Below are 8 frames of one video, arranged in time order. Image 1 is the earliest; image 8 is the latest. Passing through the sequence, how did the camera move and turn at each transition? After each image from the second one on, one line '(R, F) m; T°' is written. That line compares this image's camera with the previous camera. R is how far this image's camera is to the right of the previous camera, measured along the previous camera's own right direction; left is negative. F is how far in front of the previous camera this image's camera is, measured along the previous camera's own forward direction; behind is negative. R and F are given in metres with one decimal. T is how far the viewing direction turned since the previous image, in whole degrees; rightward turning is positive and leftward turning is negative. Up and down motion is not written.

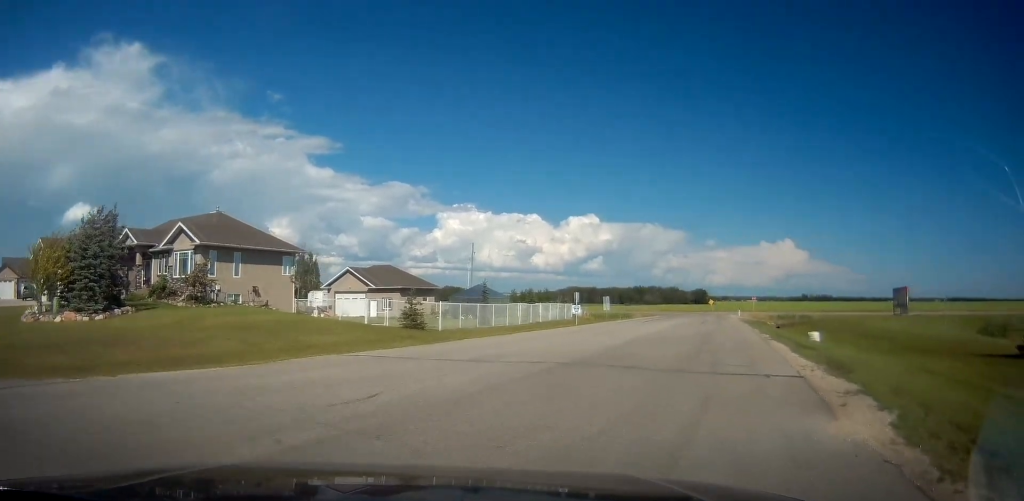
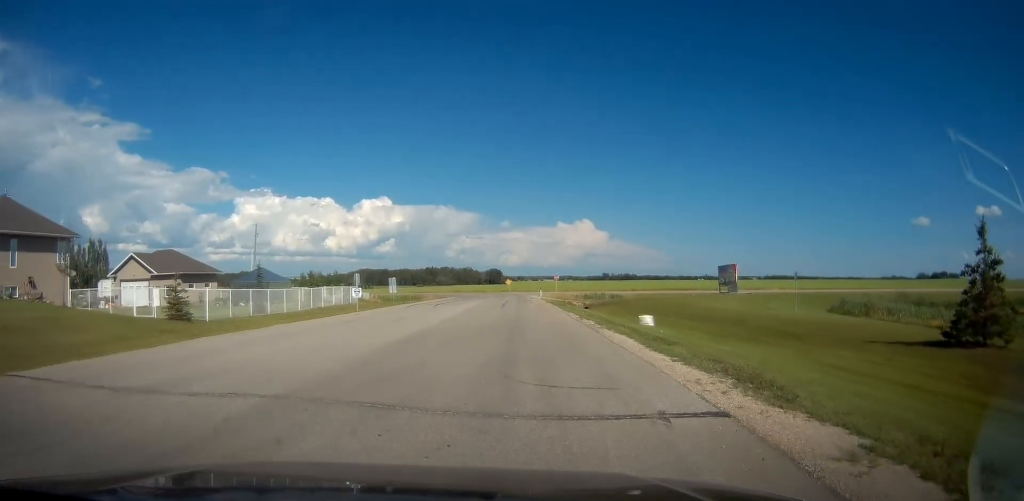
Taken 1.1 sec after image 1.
(+1.0, +5.2) m; +11°
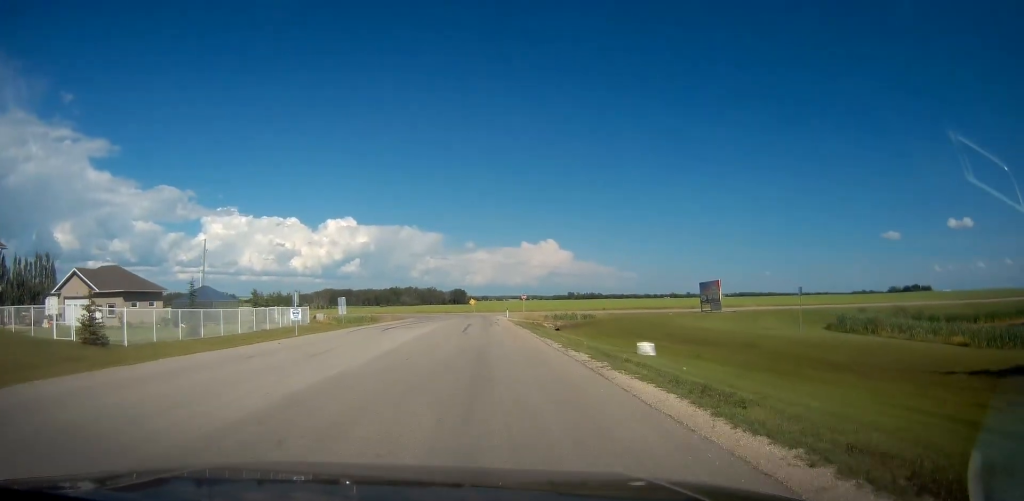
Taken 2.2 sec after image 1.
(0.0, +5.7) m; 0°
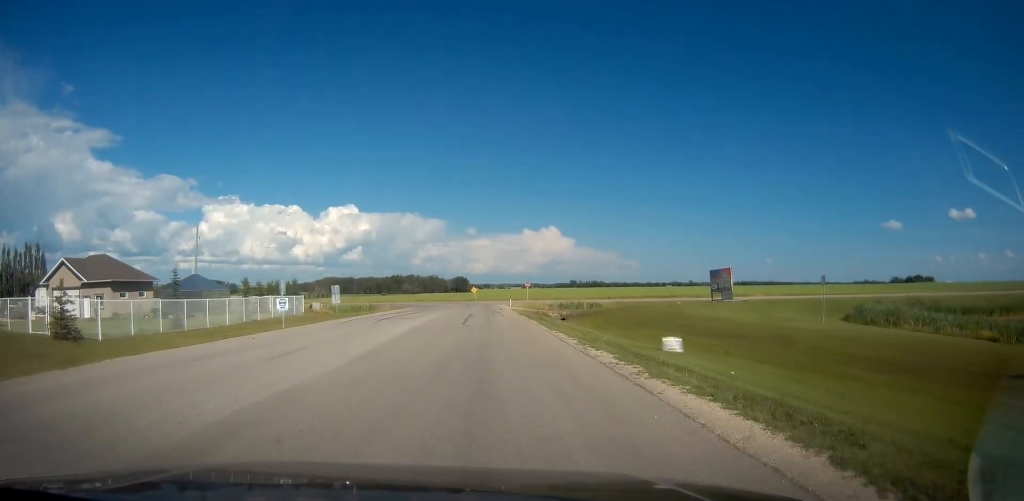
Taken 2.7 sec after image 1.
(0.0, +2.7) m; 0°
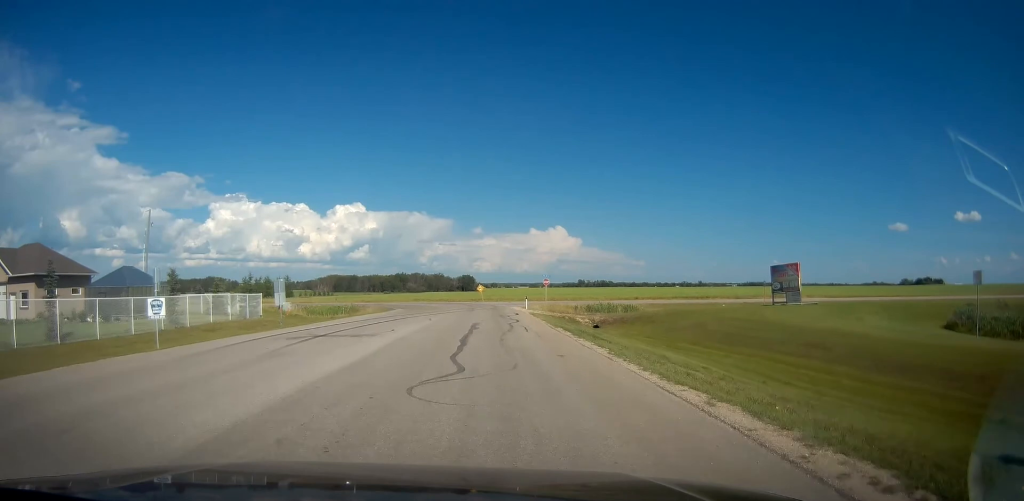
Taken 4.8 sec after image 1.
(0.0, +13.5) m; 0°
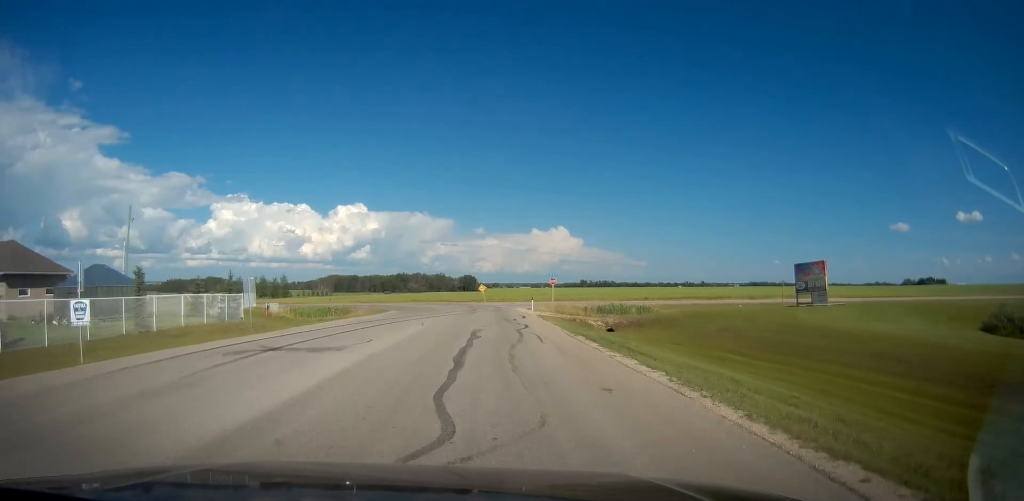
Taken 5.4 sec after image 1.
(0.0, +4.1) m; 0°
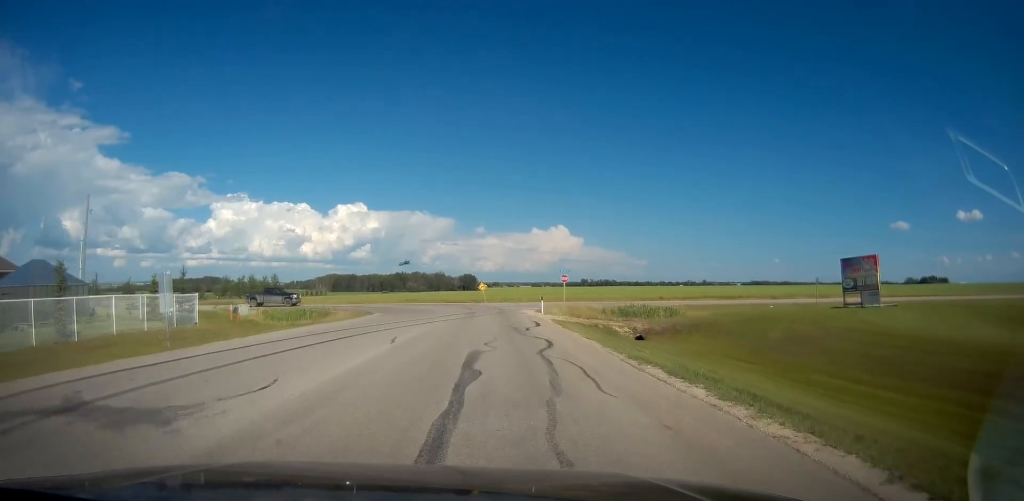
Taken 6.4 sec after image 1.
(0.0, +7.2) m; 0°
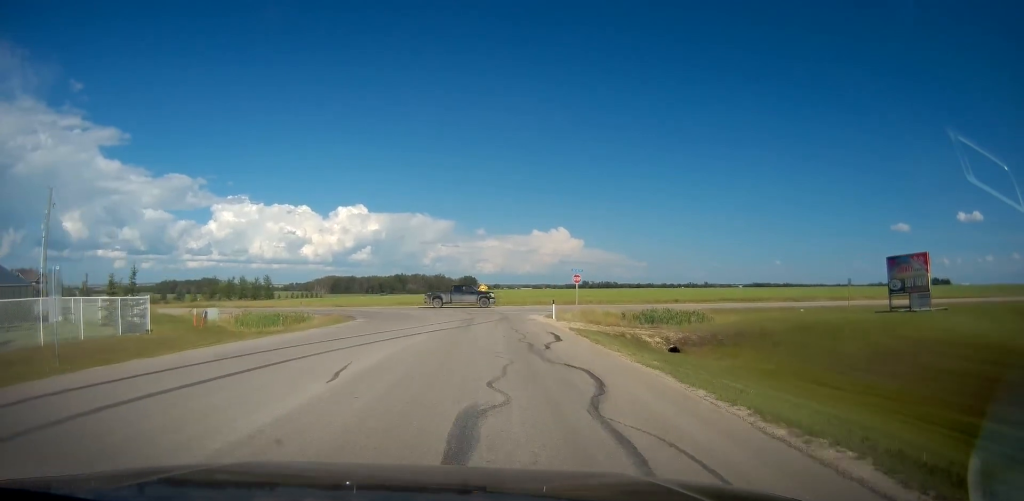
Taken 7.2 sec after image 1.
(0.0, +5.8) m; 0°
